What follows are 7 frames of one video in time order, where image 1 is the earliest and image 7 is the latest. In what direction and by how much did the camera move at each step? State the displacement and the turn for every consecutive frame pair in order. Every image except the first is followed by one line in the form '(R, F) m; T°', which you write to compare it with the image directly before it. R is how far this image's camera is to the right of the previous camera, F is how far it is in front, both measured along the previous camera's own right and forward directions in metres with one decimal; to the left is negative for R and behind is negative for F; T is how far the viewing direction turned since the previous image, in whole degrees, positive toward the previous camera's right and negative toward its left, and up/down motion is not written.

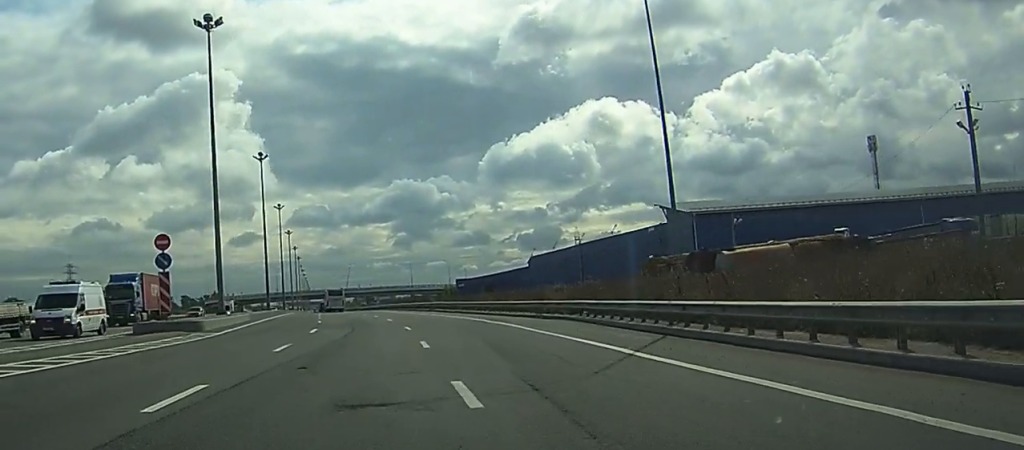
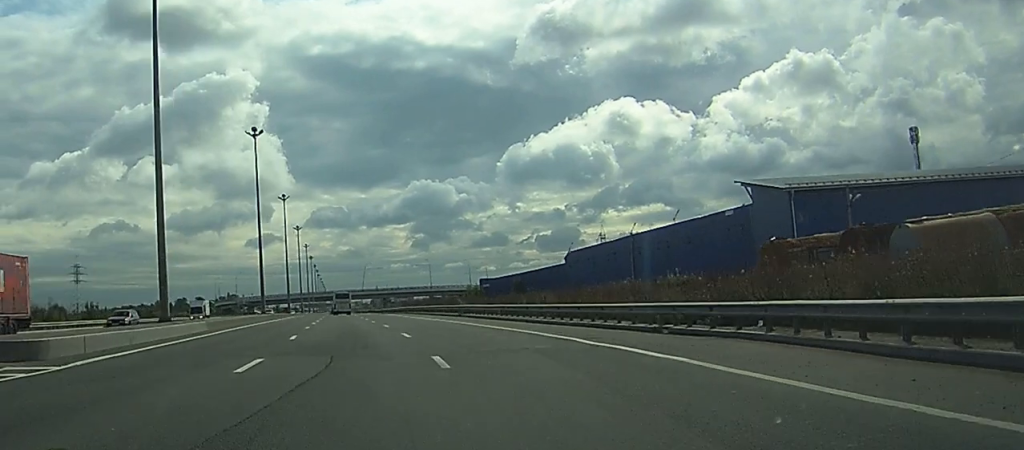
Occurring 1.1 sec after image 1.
(0.0, +18.2) m; -1°
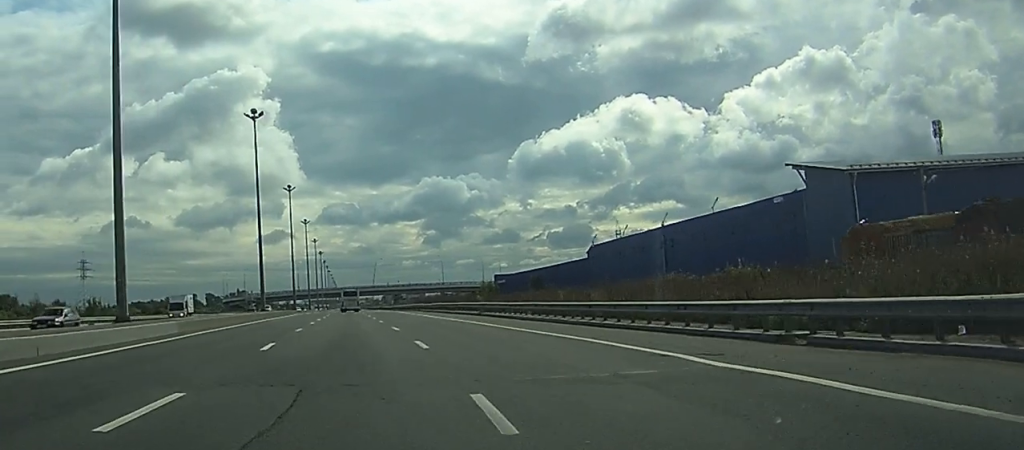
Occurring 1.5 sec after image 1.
(-0.1, +7.9) m; -1°
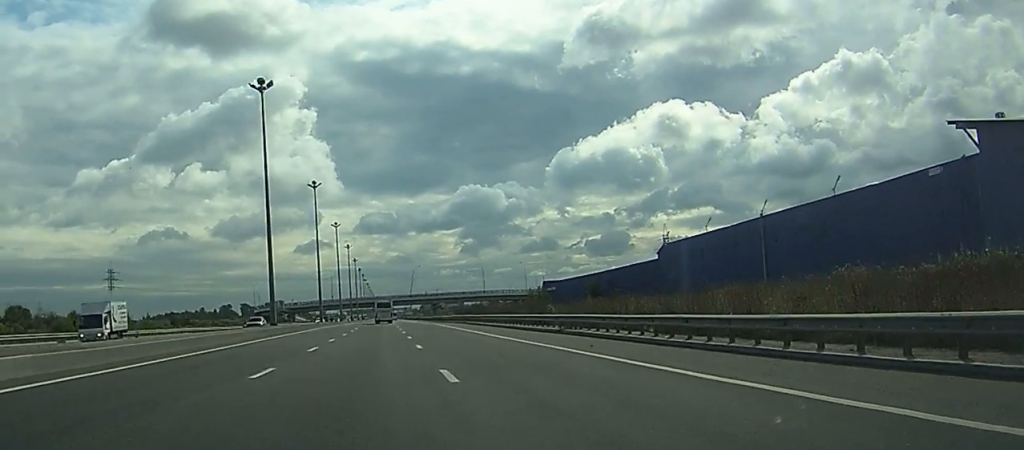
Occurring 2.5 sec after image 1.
(-0.2, +17.0) m; -1°
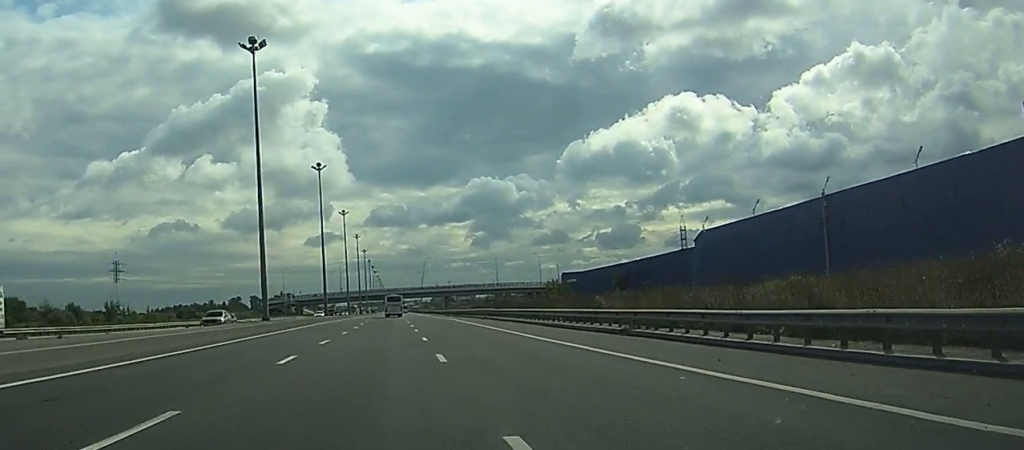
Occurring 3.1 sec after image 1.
(-0.1, +9.6) m; -1°
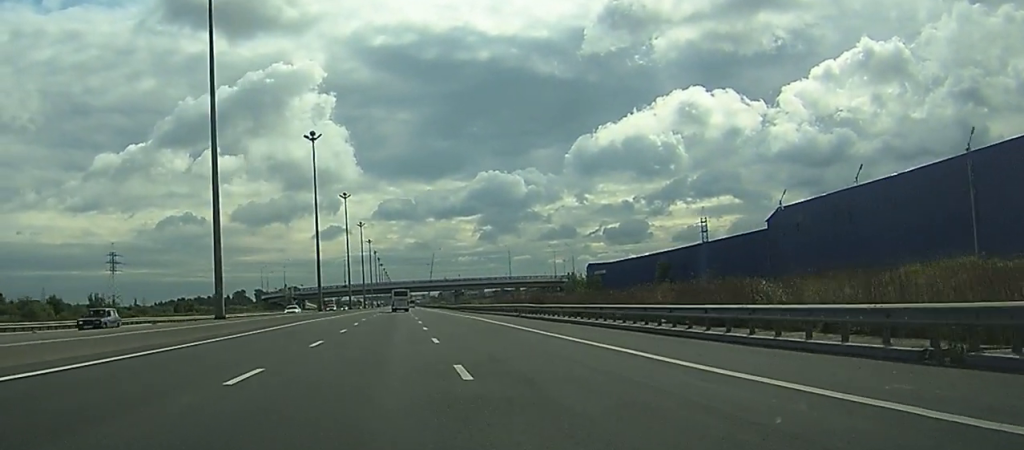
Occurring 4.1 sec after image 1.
(-0.1, +17.6) m; -1°
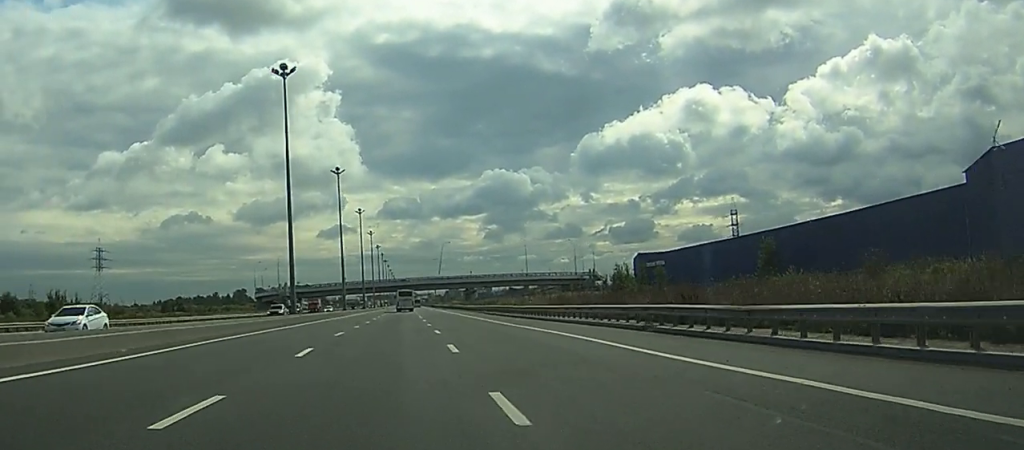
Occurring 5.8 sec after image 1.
(-0.6, +28.7) m; -1°
